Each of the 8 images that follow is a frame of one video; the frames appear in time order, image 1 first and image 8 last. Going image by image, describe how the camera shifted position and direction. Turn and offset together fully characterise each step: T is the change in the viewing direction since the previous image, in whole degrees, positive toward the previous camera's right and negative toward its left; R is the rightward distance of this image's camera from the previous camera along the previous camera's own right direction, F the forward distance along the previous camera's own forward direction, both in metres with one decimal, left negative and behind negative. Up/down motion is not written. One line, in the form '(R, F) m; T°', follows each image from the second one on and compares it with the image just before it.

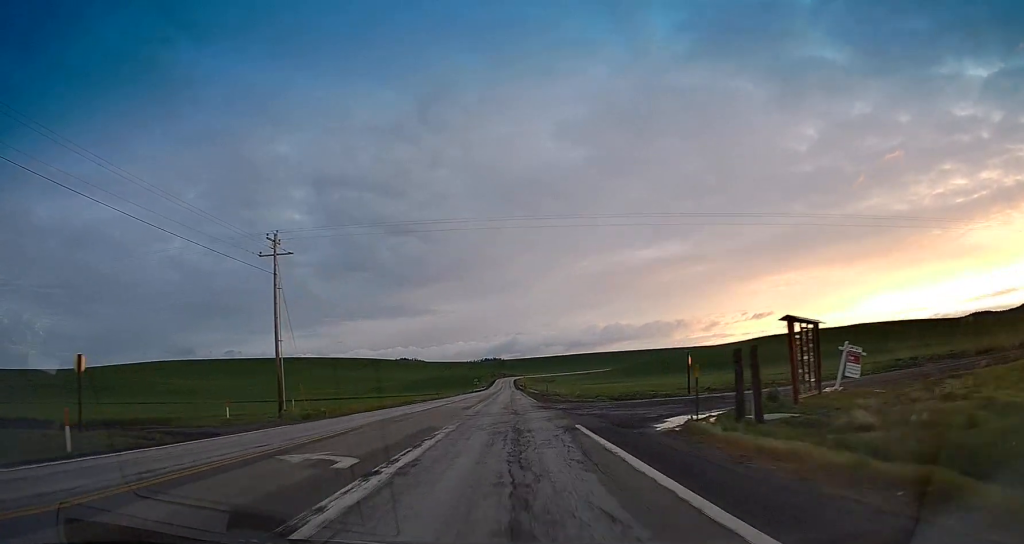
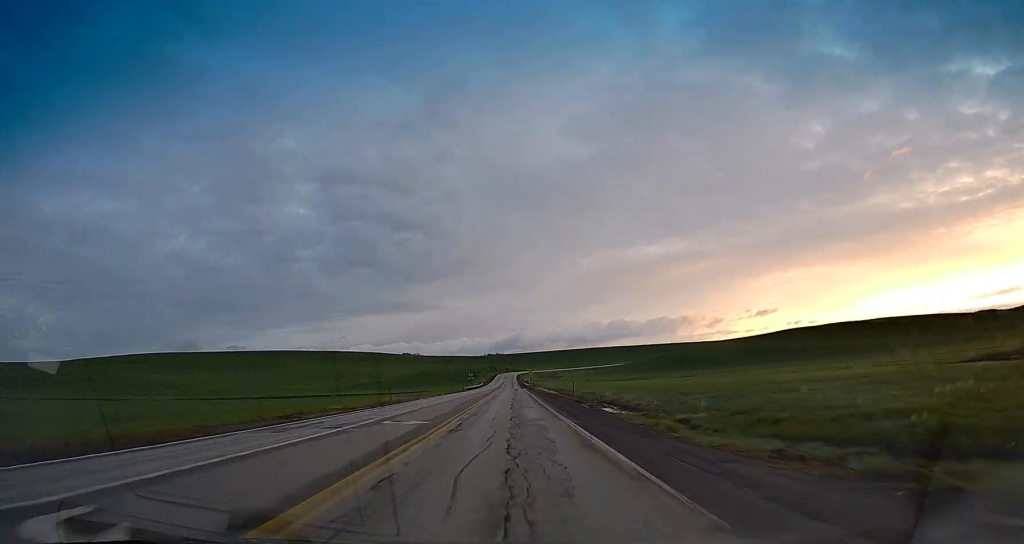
(0.0, +38.9) m; 0°
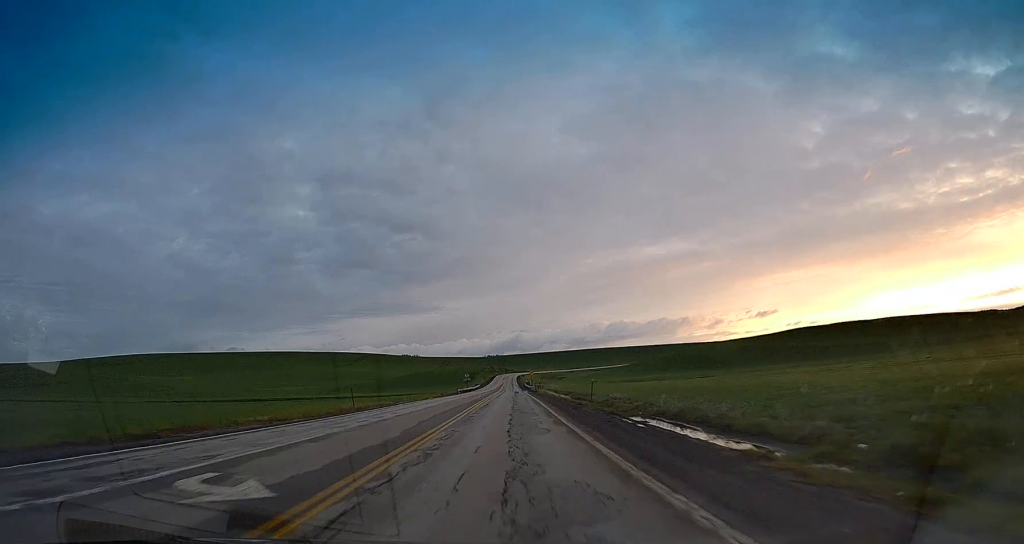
(0.0, +14.2) m; 0°
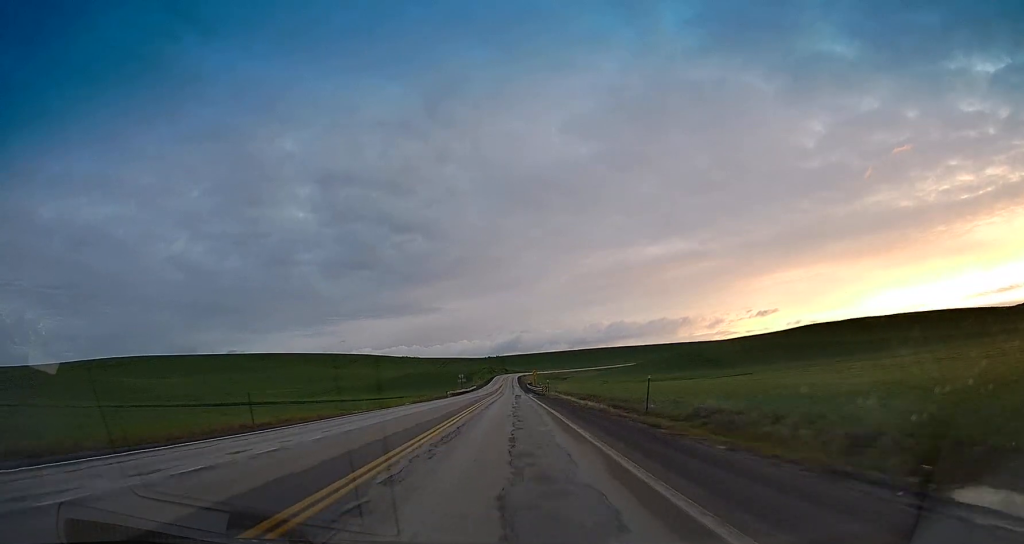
(0.0, +18.6) m; 0°
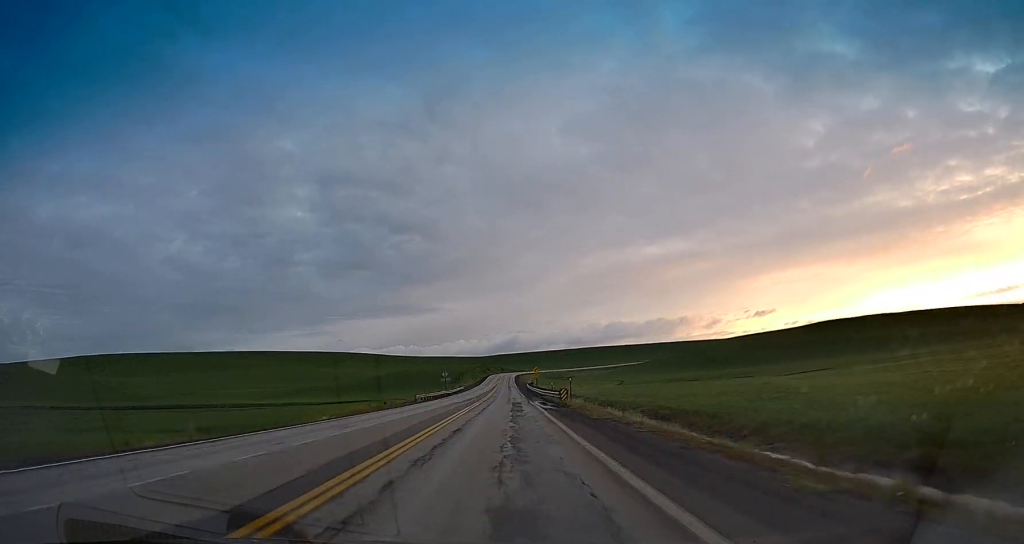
(0.0, +27.4) m; 0°
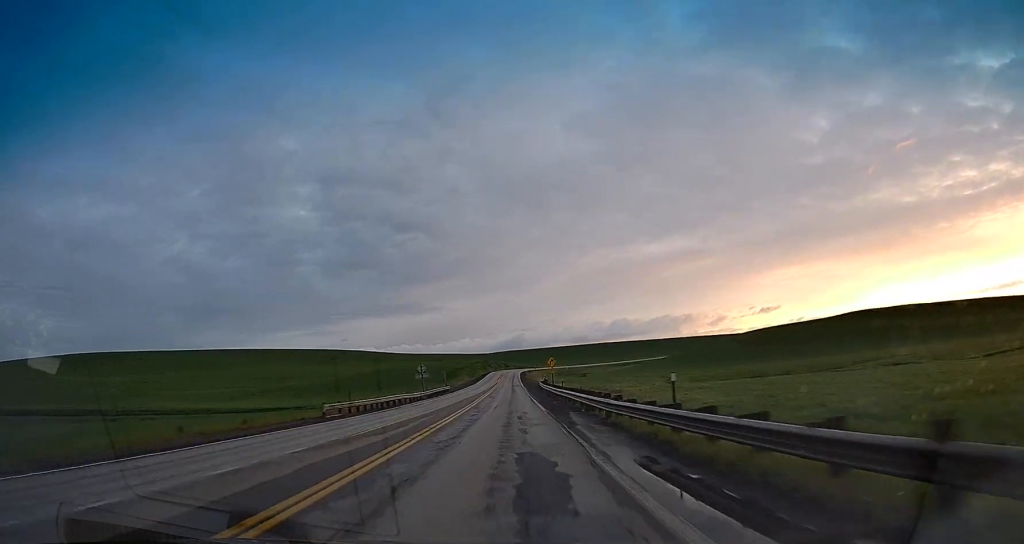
(0.0, +33.7) m; 0°
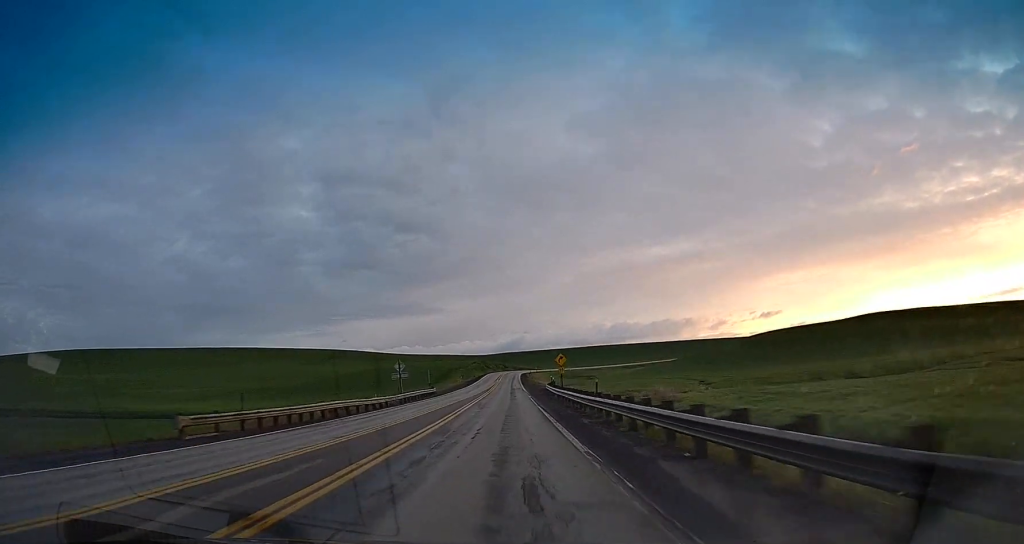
(0.0, +15.2) m; 0°
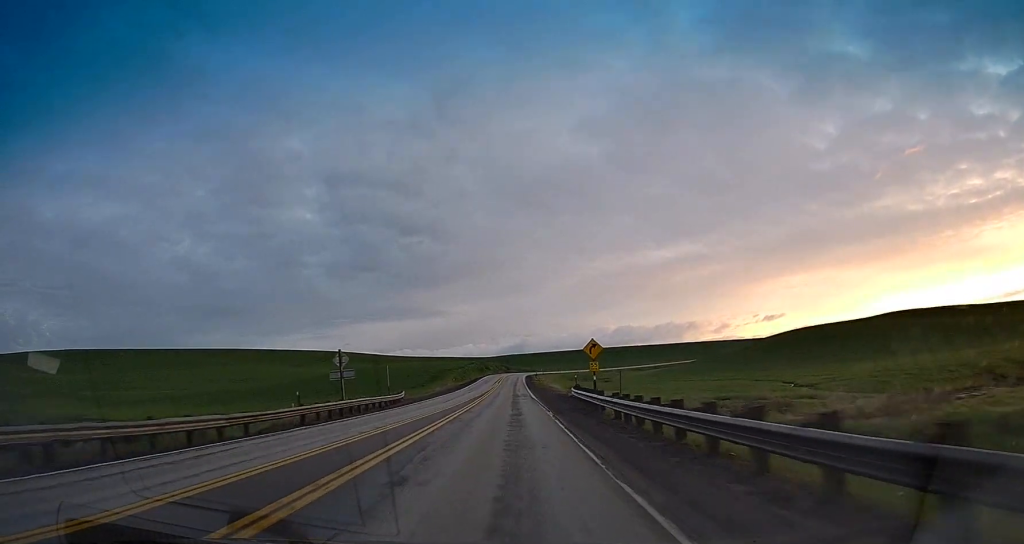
(0.0, +23.3) m; 0°
